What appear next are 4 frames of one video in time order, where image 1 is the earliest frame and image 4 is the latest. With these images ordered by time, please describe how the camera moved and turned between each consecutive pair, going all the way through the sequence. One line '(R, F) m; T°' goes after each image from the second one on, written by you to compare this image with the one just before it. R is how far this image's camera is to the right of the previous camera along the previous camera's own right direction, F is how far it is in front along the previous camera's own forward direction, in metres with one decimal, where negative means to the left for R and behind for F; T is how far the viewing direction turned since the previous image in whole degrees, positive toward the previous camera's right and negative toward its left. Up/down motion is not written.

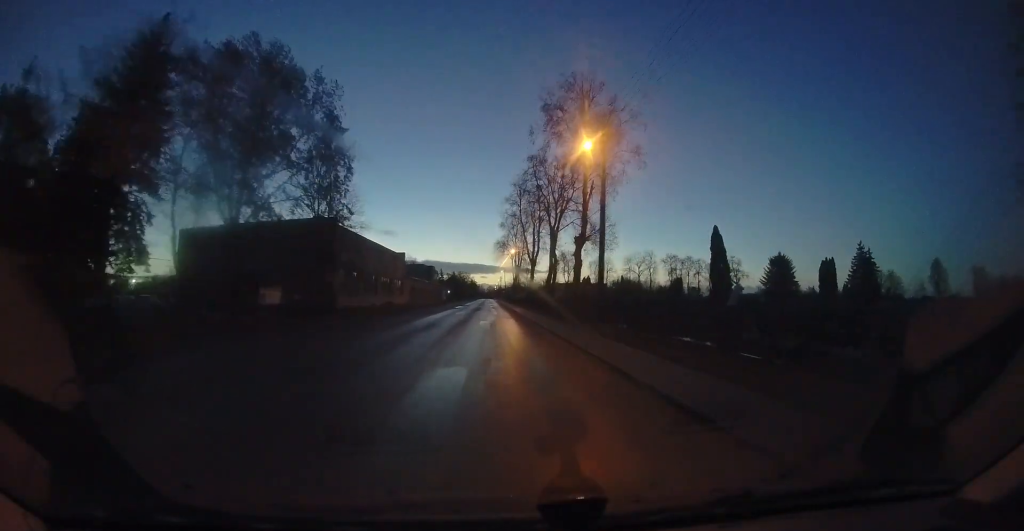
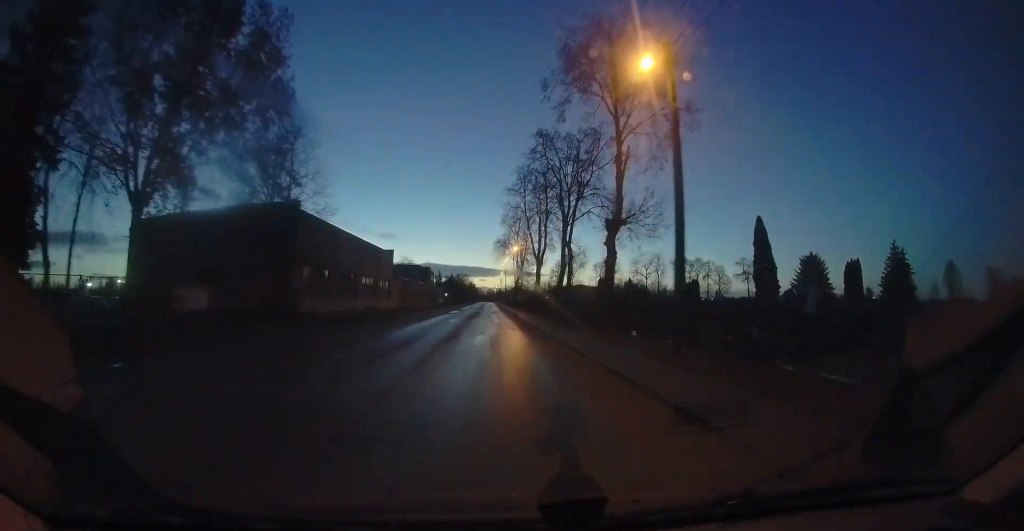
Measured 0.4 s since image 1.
(0.0, +6.2) m; 0°
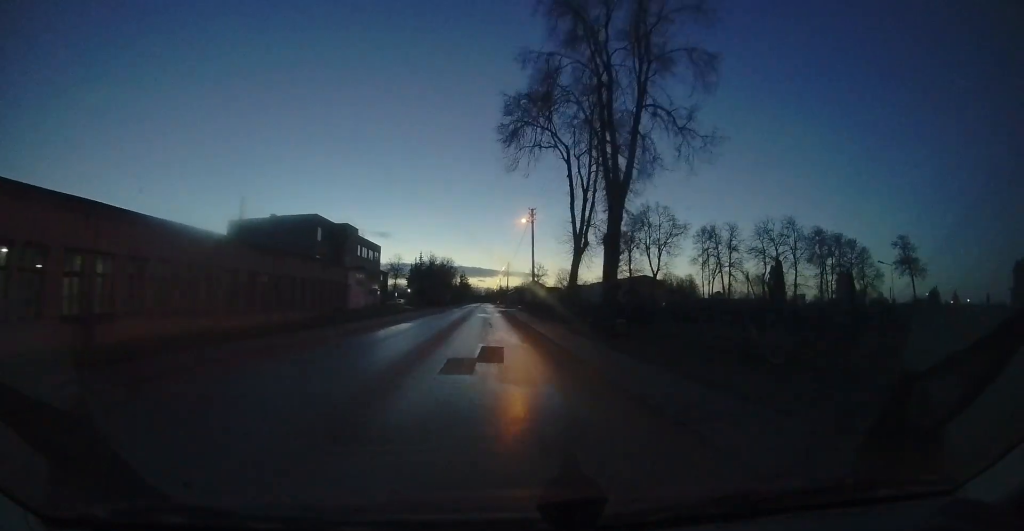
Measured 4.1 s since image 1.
(+0.2, +56.2) m; 0°
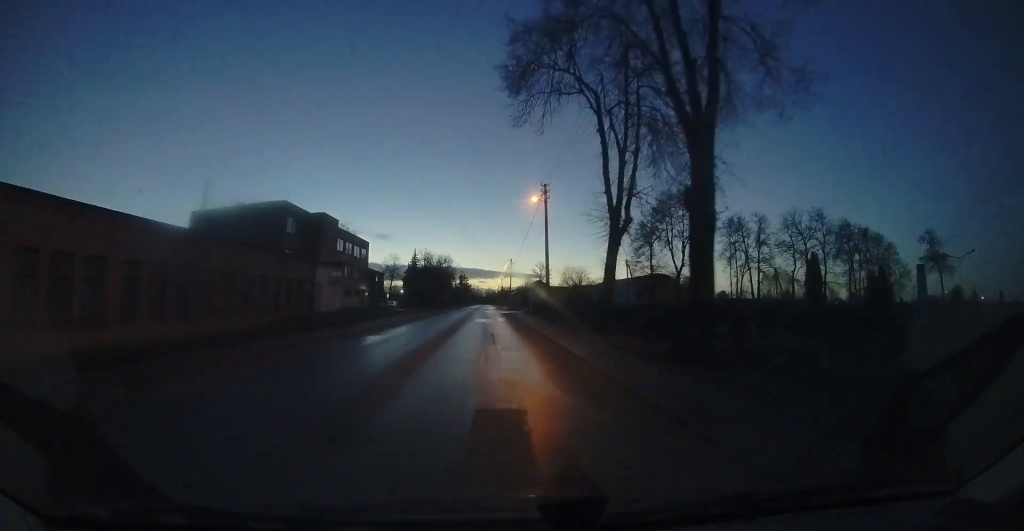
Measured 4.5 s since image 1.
(-0.2, +6.6) m; 0°
